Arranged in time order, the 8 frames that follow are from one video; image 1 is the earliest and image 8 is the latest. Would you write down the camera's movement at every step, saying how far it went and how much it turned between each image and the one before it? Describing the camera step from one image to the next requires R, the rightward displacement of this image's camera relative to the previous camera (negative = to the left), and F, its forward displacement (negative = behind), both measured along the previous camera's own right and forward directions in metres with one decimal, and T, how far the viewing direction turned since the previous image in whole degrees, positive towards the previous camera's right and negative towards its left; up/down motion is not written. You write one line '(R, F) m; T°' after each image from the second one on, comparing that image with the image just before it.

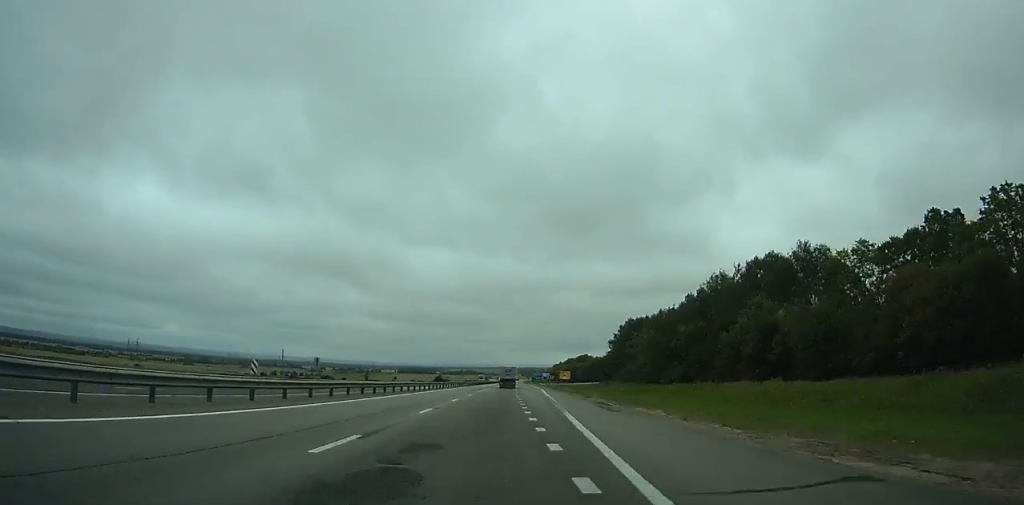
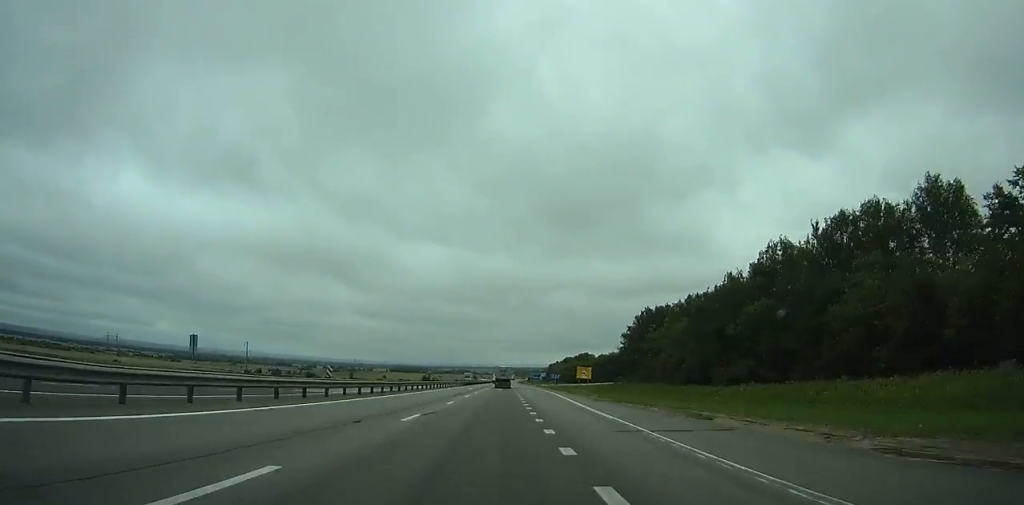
(+0.3, +29.6) m; +1°
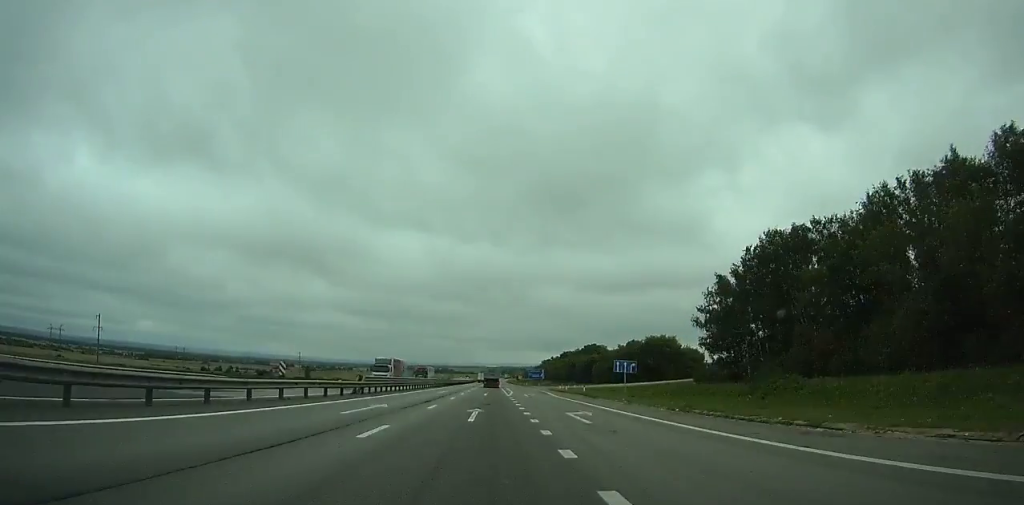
(+1.2, +76.0) m; +1°
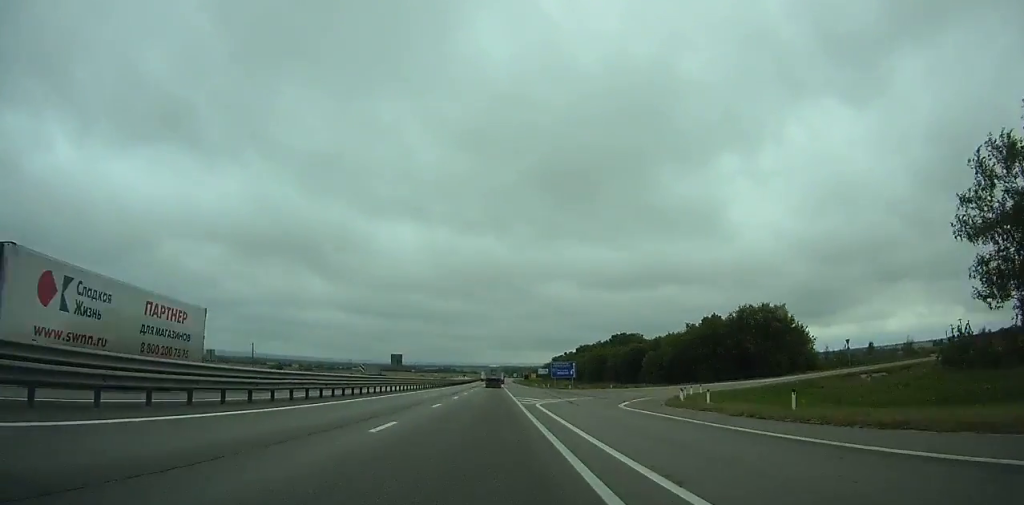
(+0.2, +58.1) m; 0°
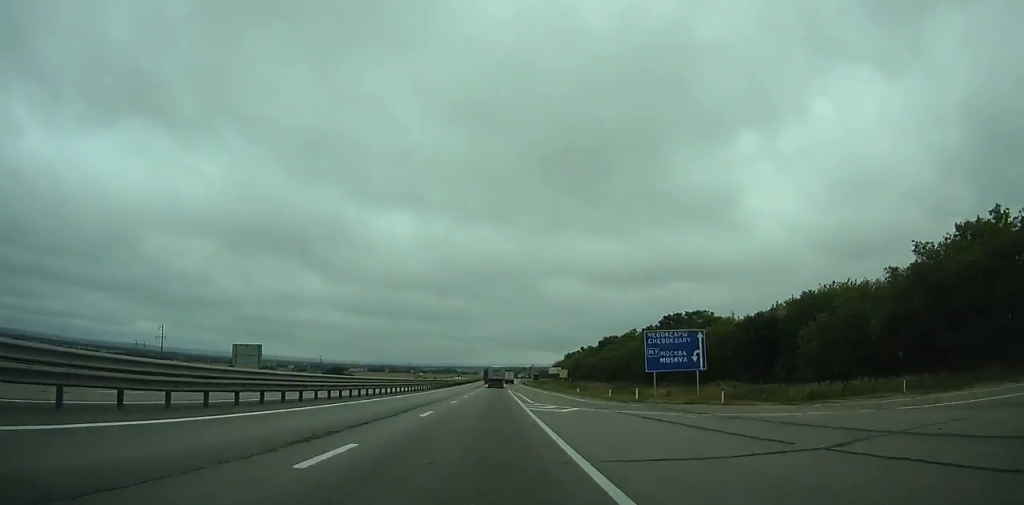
(-0.1, +65.2) m; 0°
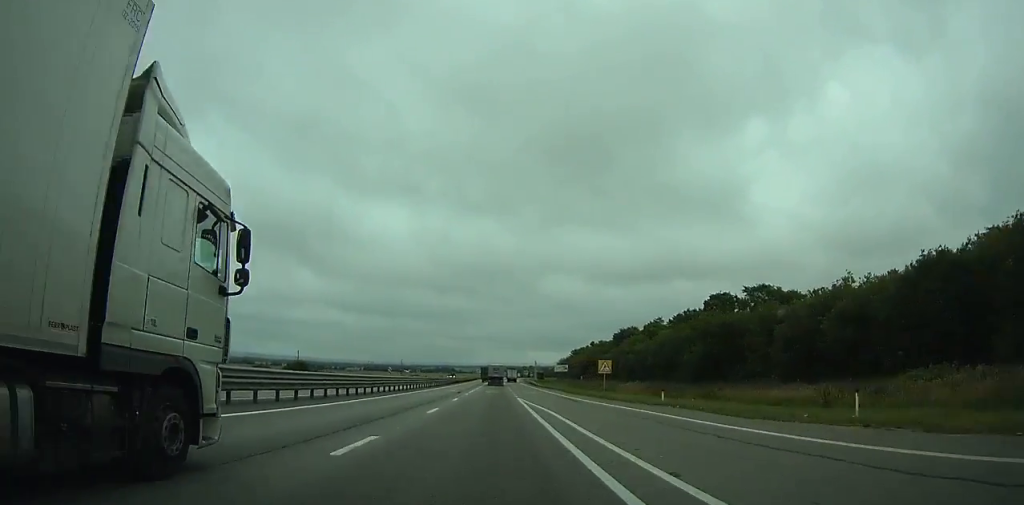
(0.0, +34.9) m; 0°
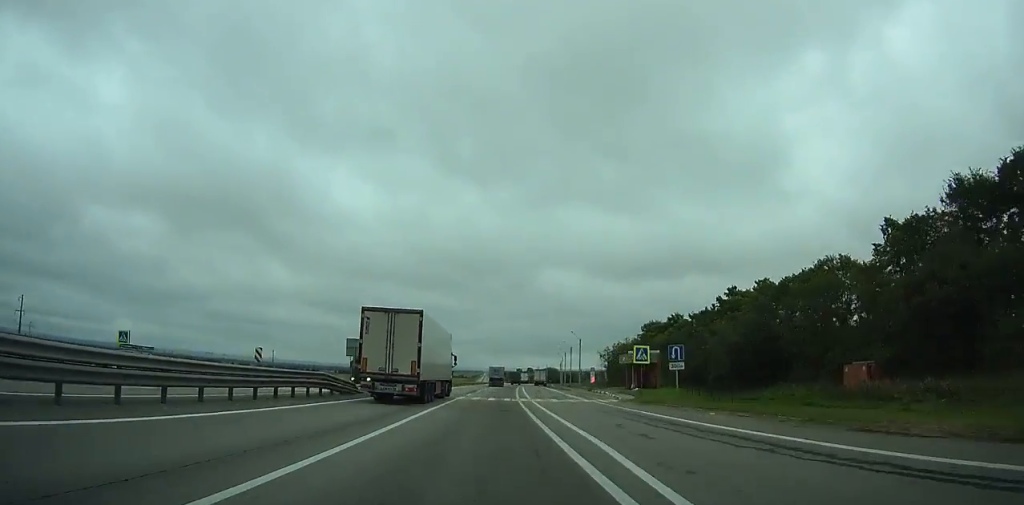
(+0.6, +167.7) m; +1°
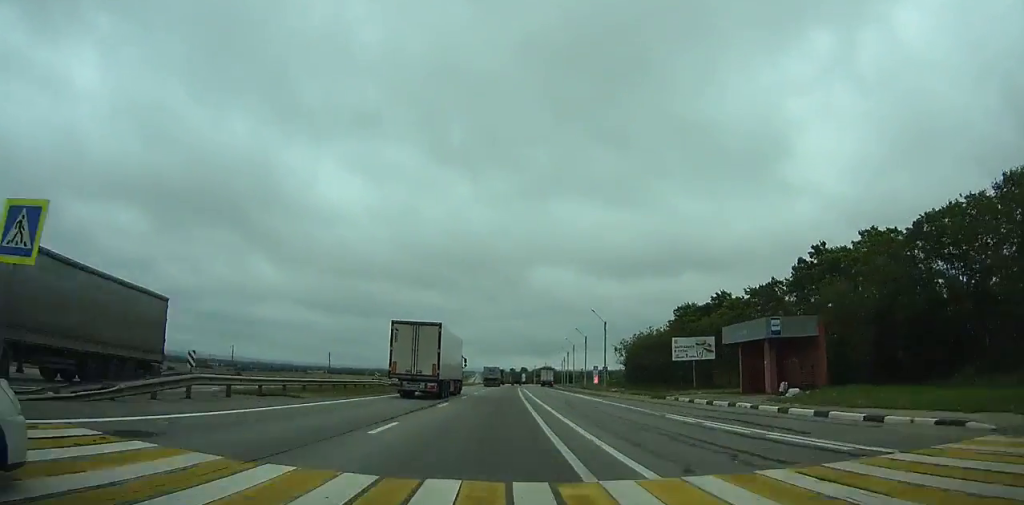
(+0.3, +32.9) m; +1°
